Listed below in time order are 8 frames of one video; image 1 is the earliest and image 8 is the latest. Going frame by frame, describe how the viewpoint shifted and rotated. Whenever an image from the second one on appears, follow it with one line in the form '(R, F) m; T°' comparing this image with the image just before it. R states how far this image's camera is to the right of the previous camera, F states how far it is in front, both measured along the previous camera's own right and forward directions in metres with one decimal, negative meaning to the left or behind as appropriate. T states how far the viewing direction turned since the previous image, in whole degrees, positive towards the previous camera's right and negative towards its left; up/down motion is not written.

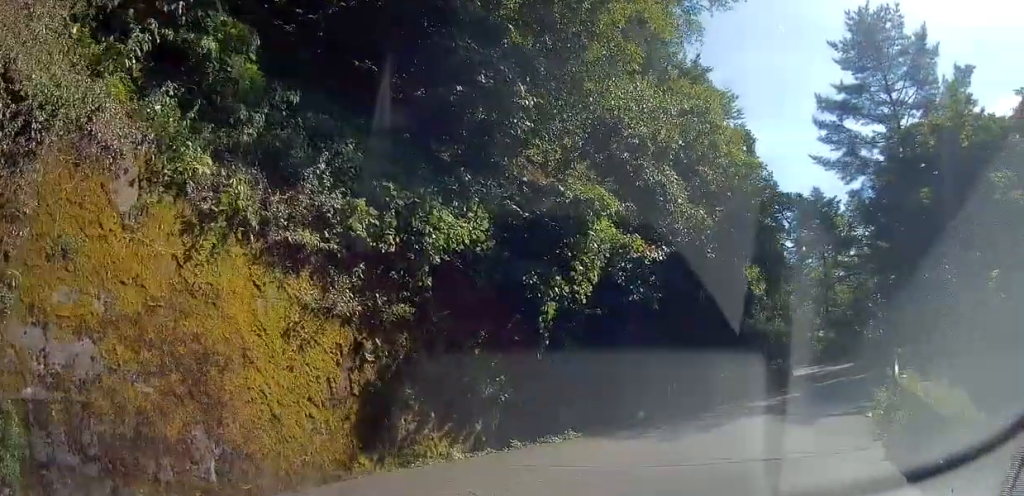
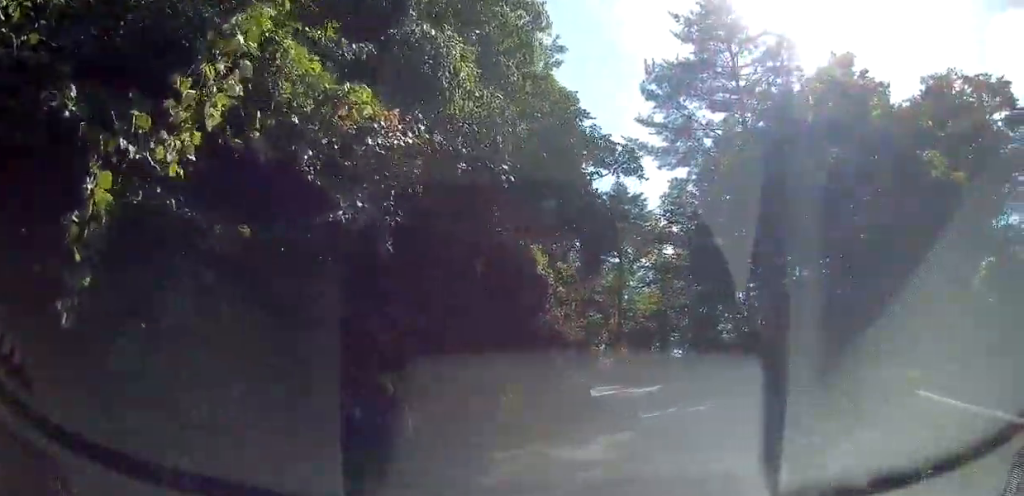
(+1.7, +7.2) m; +14°
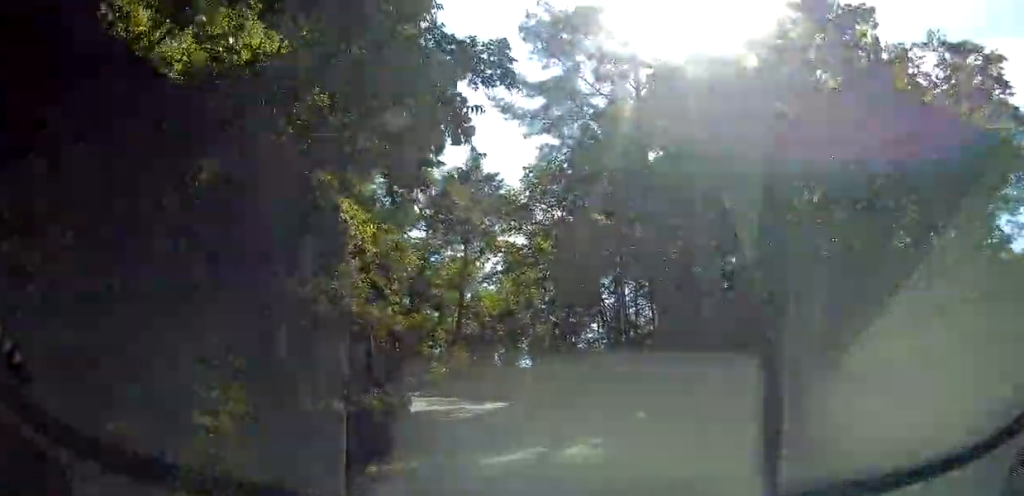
(+0.1, +6.2) m; -2°
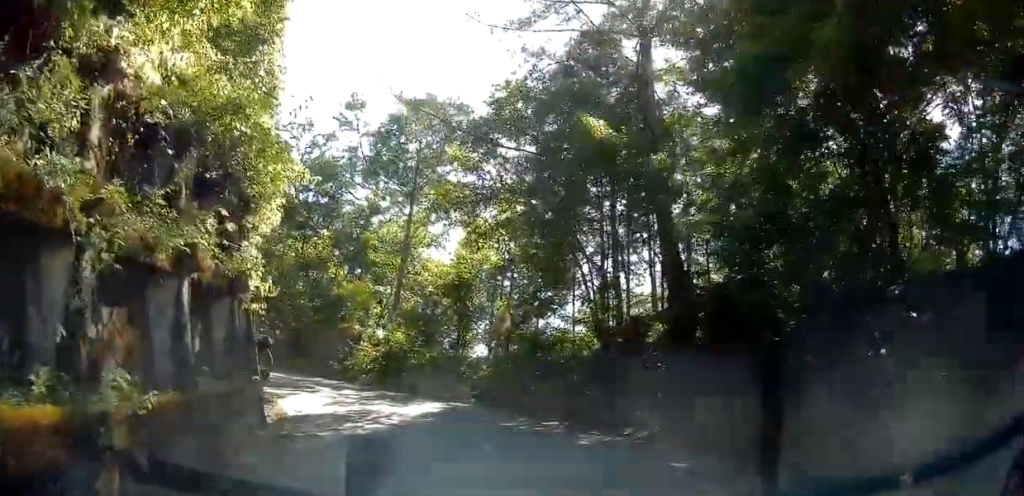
(-0.5, +6.9) m; +1°
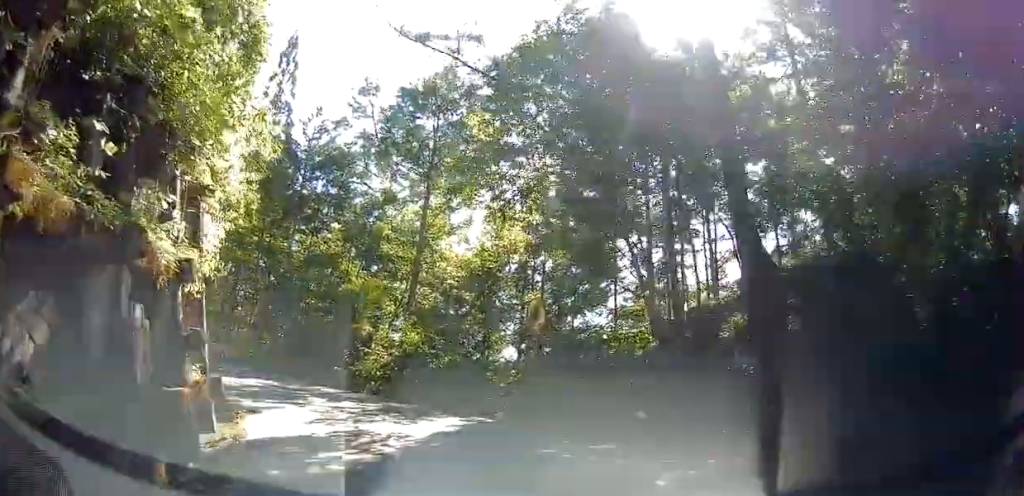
(-0.9, +3.4) m; +10°
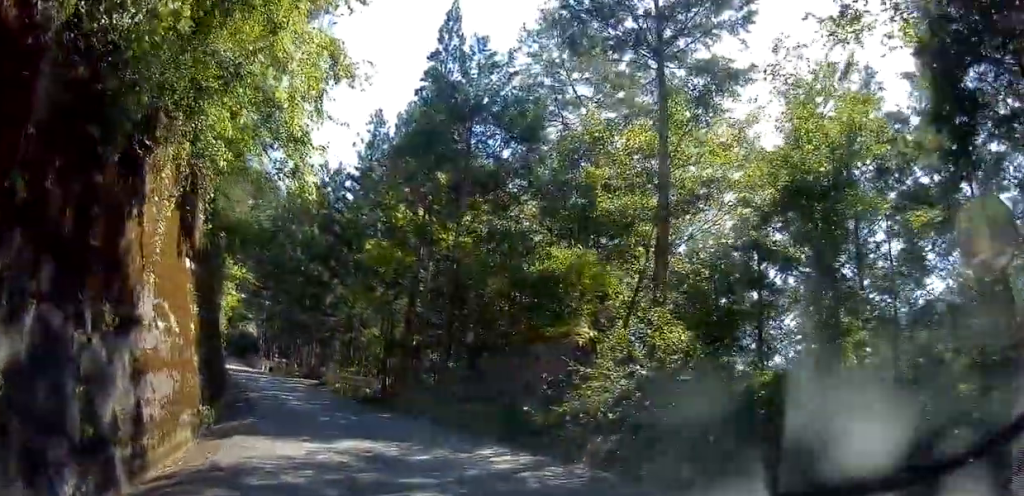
(+0.8, +6.9) m; -22°
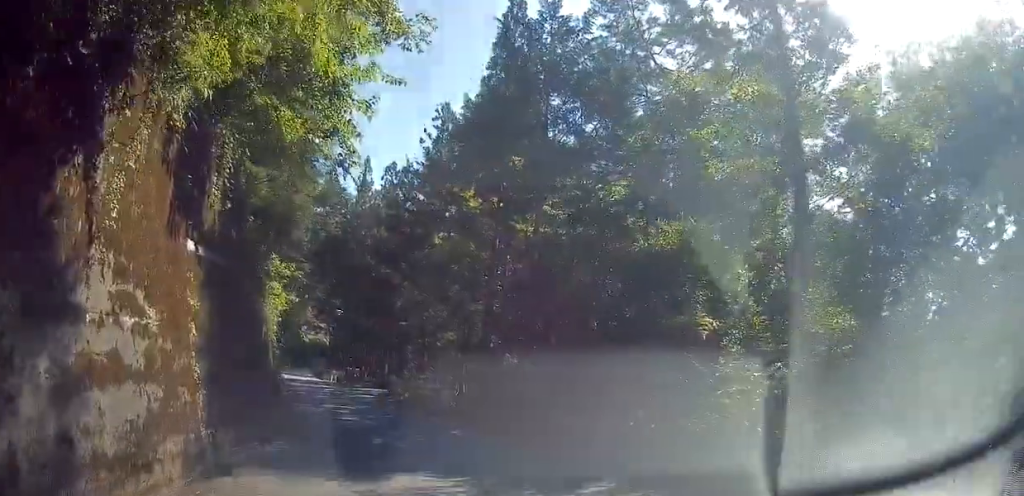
(-0.6, +3.1) m; -13°
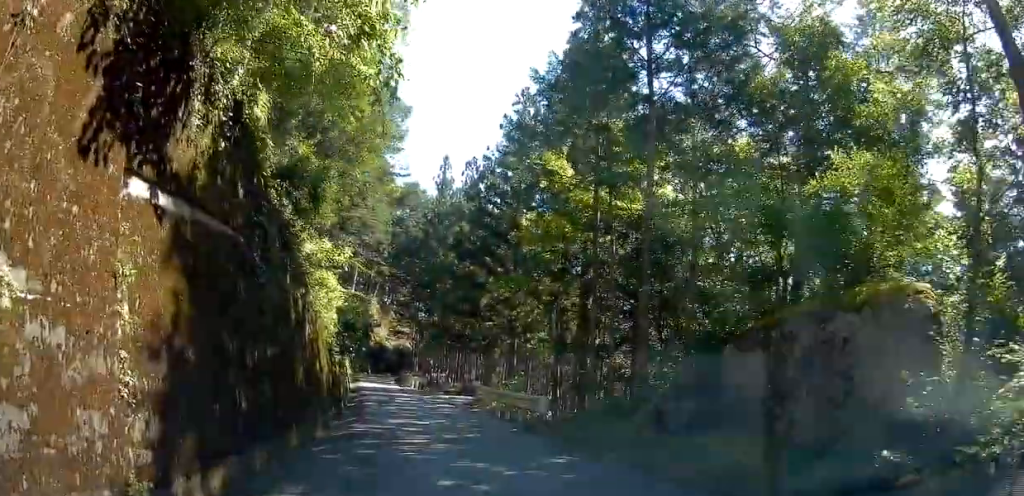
(-0.2, +3.2) m; -4°
